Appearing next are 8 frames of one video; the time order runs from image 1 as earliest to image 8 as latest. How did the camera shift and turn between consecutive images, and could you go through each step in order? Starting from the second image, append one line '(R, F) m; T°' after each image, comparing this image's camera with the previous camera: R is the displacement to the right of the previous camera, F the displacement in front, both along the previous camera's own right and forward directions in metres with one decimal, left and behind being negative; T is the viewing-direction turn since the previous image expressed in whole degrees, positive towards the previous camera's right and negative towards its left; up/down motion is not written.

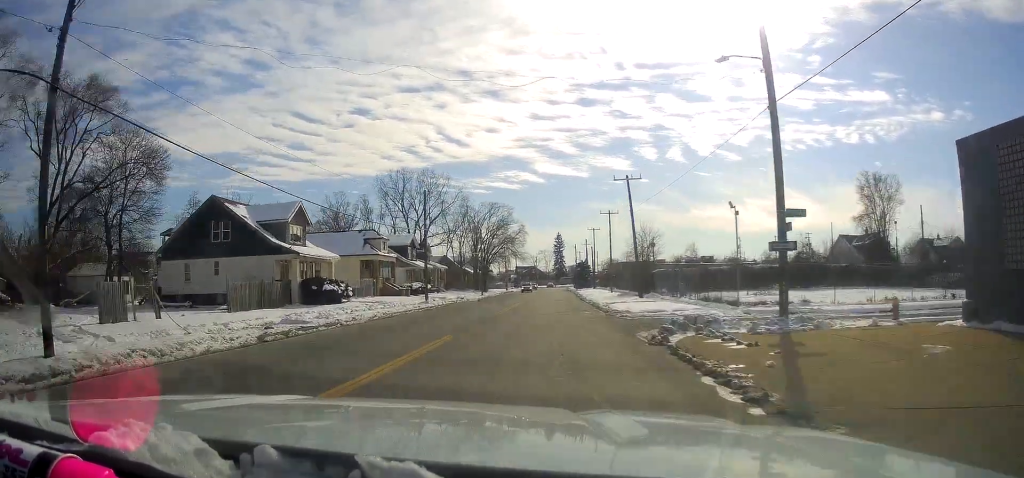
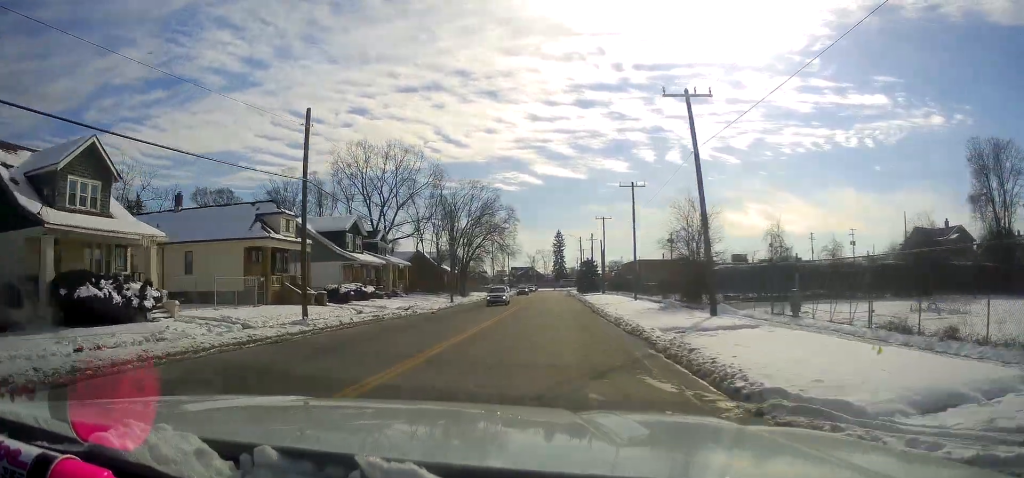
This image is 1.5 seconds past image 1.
(-0.4, +23.5) m; -3°
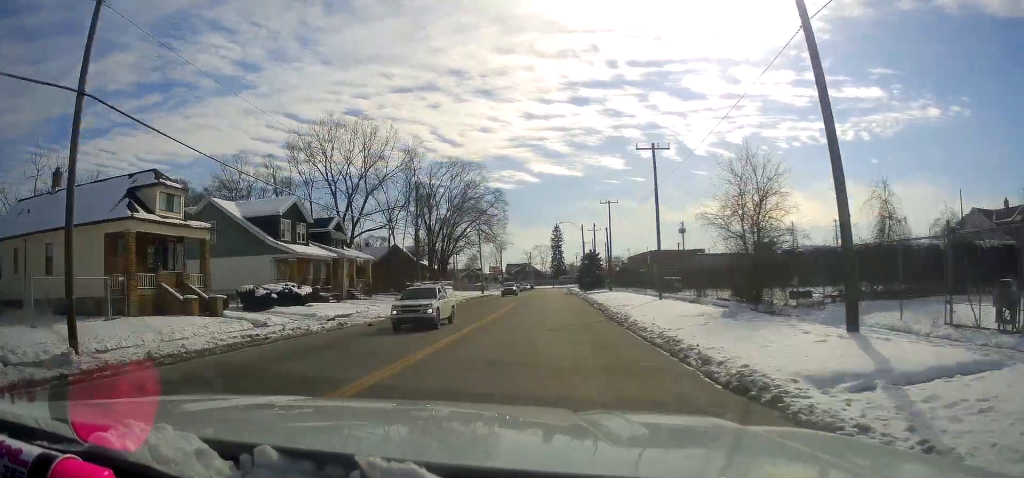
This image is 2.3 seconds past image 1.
(-0.4, +13.5) m; 0°
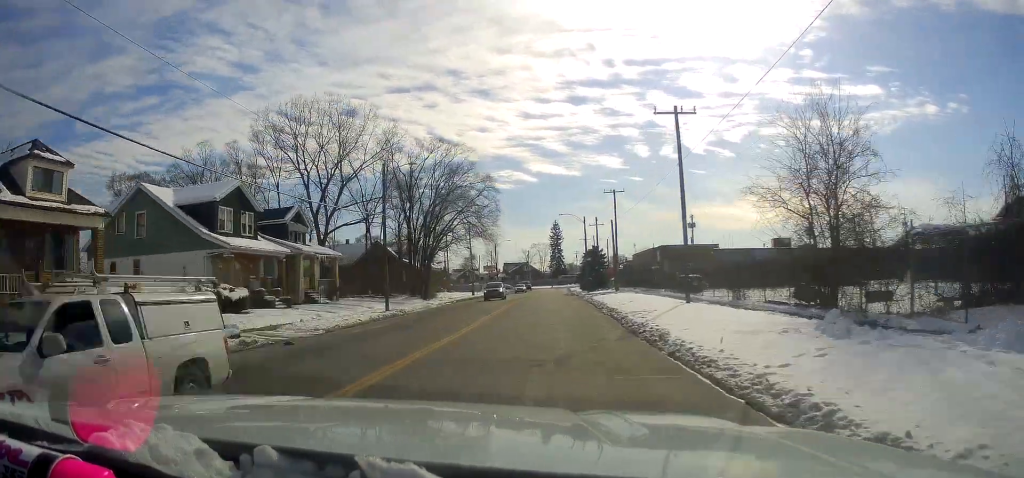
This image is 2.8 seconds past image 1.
(+0.3, +8.6) m; +1°
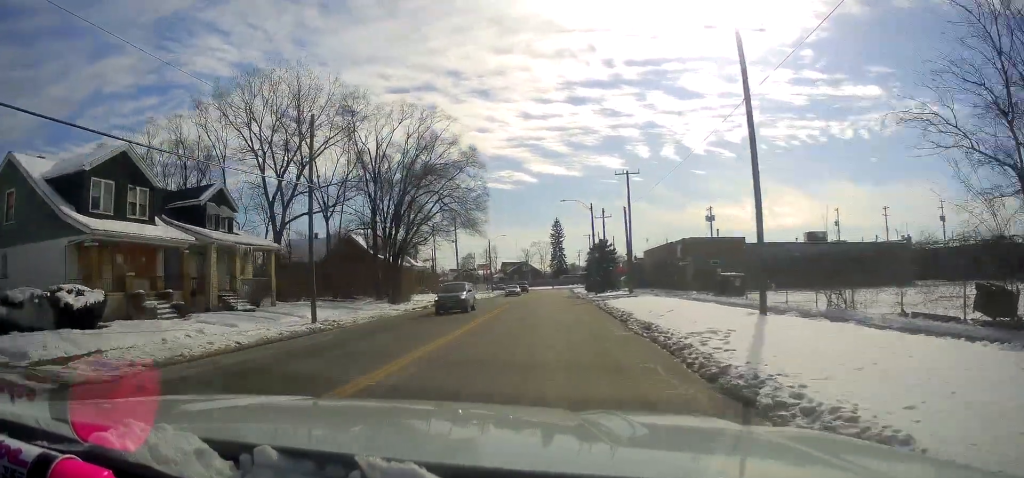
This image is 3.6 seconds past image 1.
(+0.2, +12.0) m; +1°
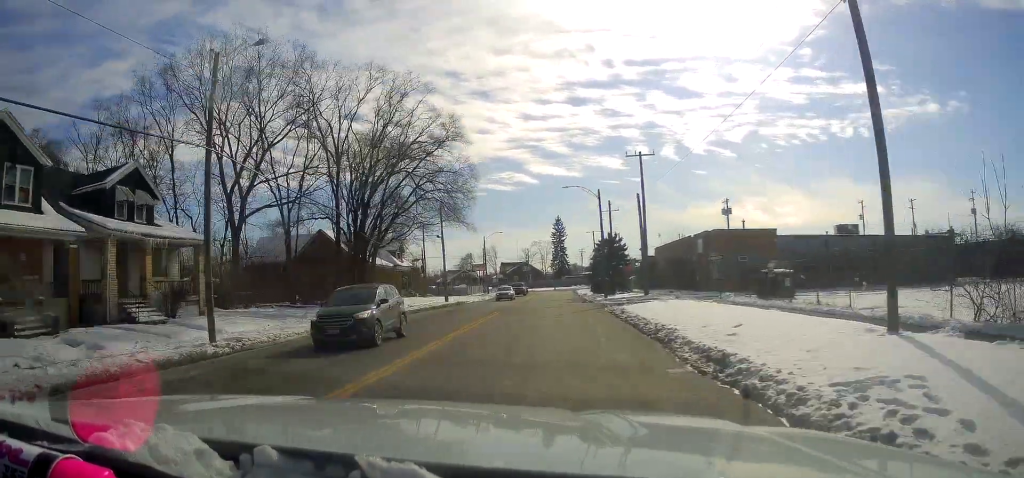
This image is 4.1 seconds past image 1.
(0.0, +8.7) m; 0°
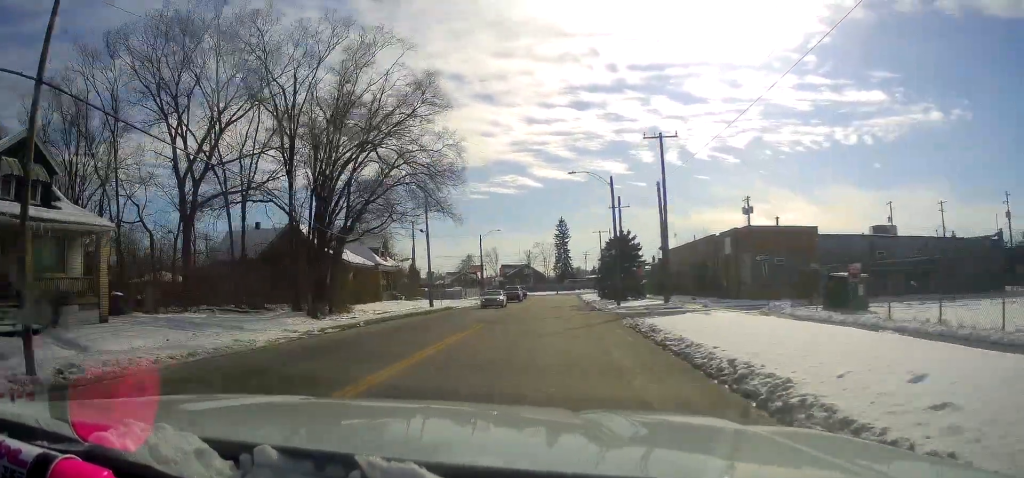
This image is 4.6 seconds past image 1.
(0.0, +7.8) m; -1°
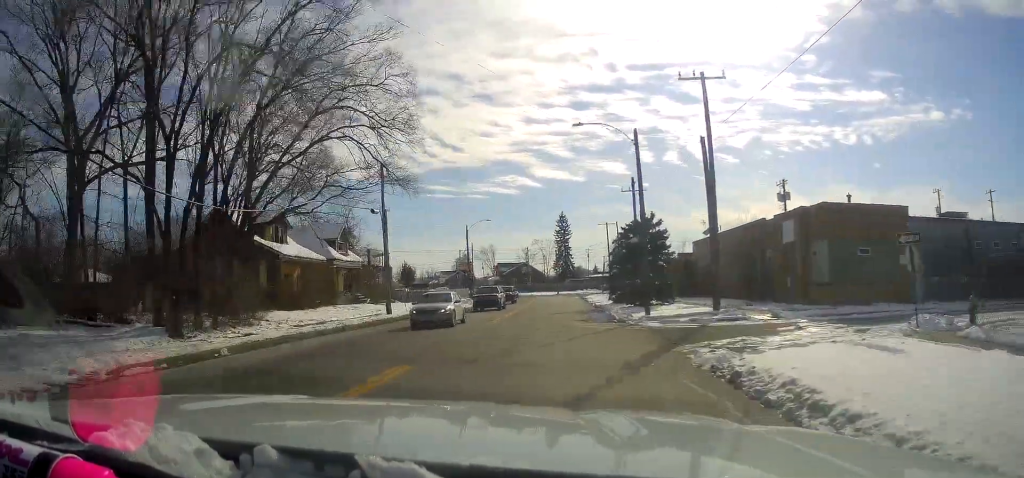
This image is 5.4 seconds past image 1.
(-0.1, +12.2) m; -2°
